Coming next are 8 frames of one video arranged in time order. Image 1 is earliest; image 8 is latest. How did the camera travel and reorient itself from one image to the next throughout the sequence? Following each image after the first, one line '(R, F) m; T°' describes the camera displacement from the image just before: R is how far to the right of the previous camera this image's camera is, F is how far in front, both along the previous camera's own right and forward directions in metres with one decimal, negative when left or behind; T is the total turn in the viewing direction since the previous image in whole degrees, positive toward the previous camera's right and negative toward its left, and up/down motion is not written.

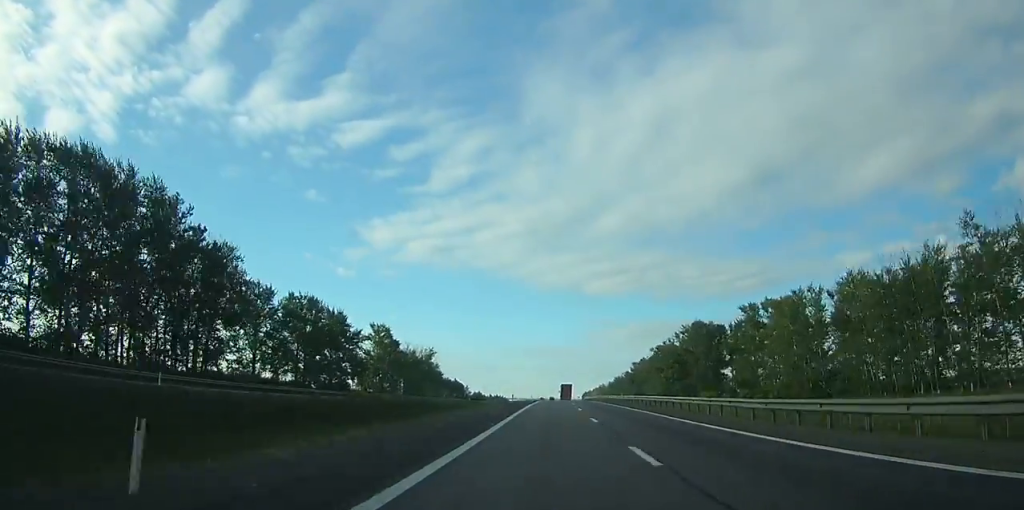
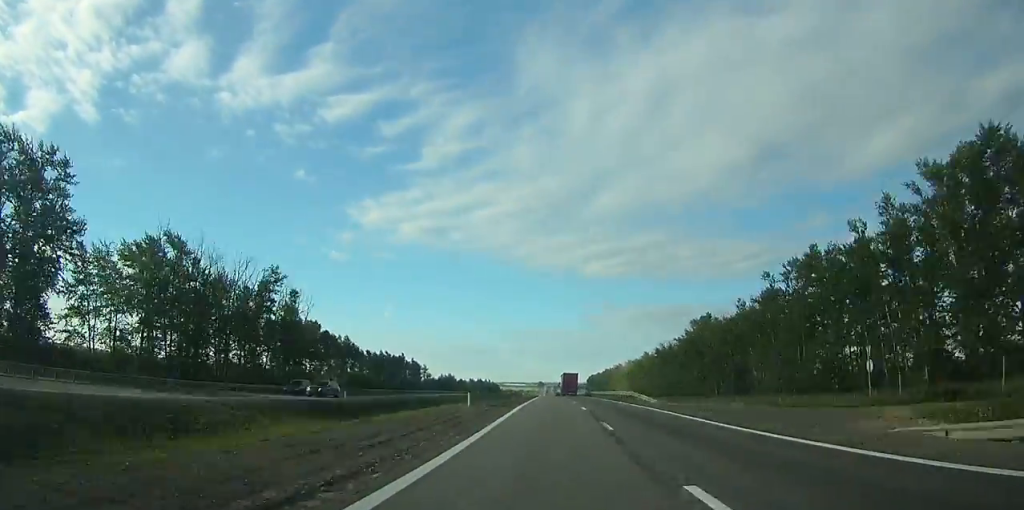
(+0.3, +117.2) m; 0°
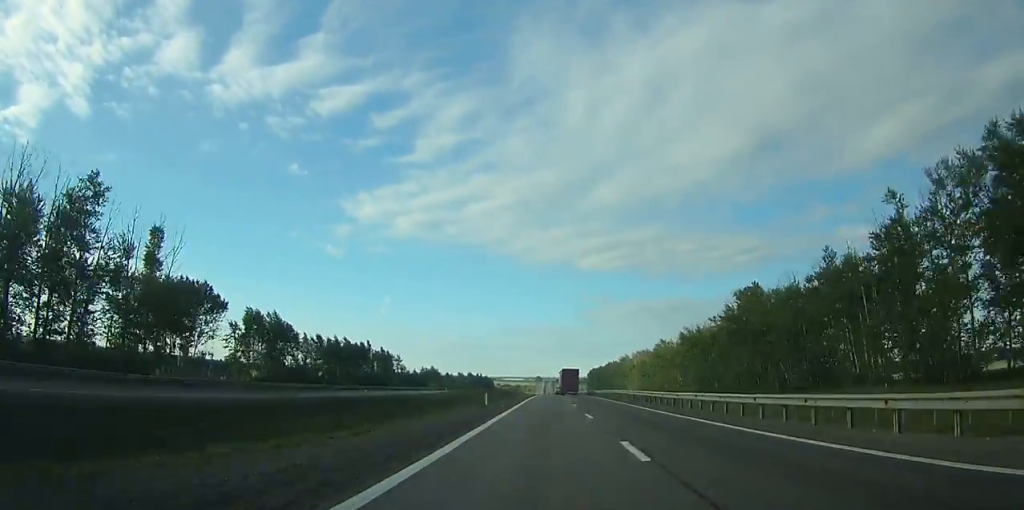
(+0.1, +40.3) m; 0°
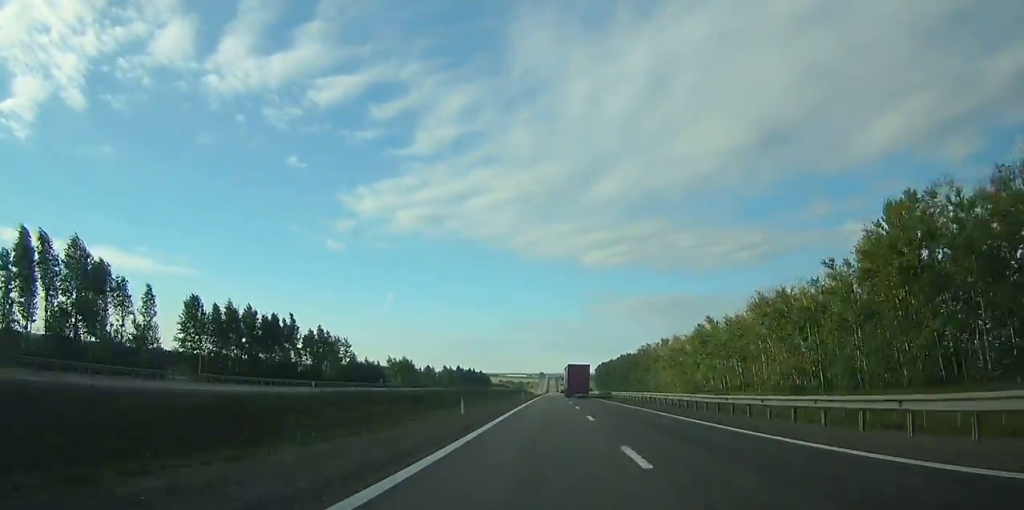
(-0.2, +59.6) m; 0°
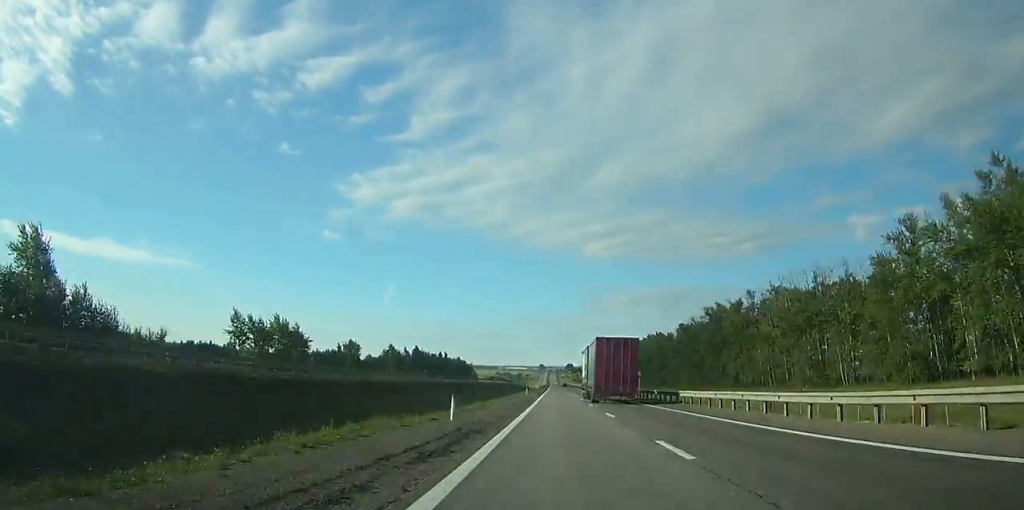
(0.0, +106.8) m; 0°
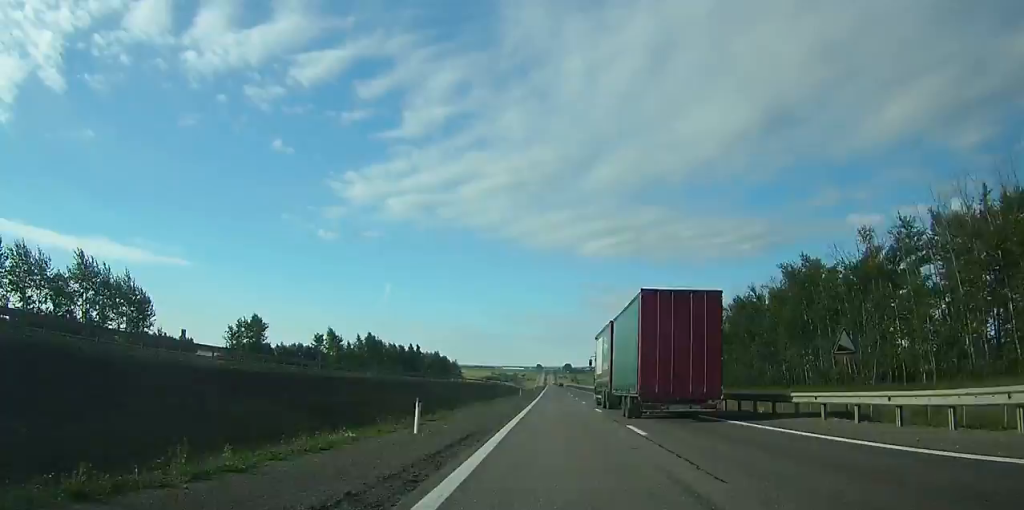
(0.0, +53.3) m; 0°
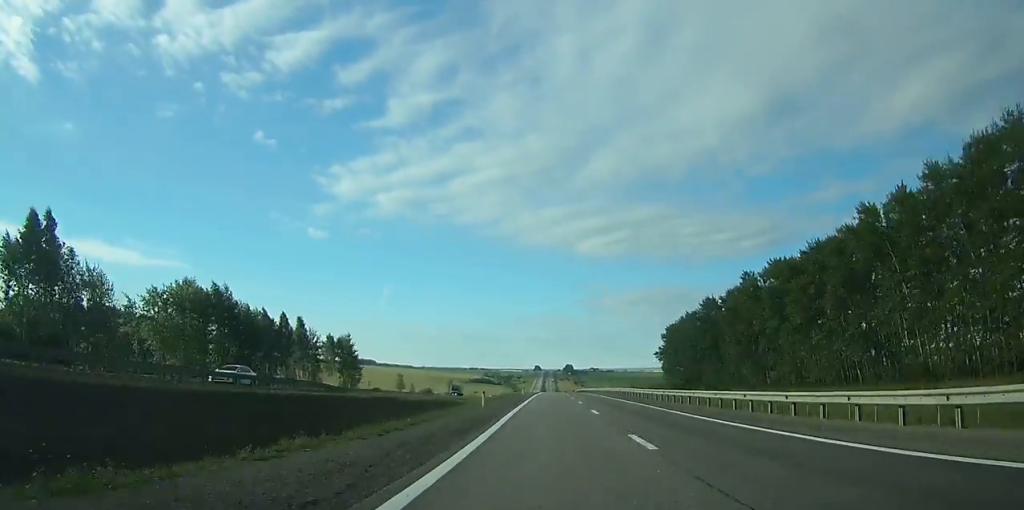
(+0.3, +178.5) m; 0°
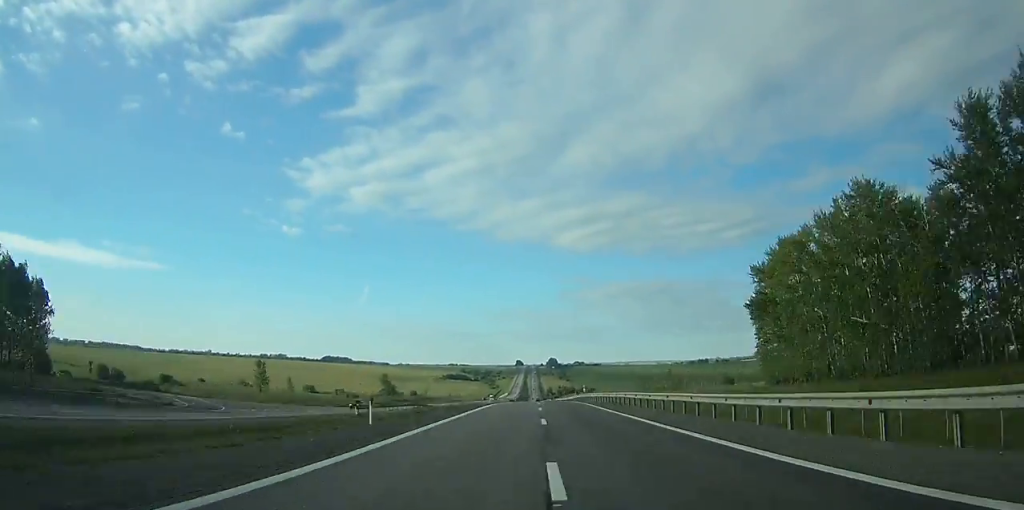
(+0.2, +112.1) m; 0°
